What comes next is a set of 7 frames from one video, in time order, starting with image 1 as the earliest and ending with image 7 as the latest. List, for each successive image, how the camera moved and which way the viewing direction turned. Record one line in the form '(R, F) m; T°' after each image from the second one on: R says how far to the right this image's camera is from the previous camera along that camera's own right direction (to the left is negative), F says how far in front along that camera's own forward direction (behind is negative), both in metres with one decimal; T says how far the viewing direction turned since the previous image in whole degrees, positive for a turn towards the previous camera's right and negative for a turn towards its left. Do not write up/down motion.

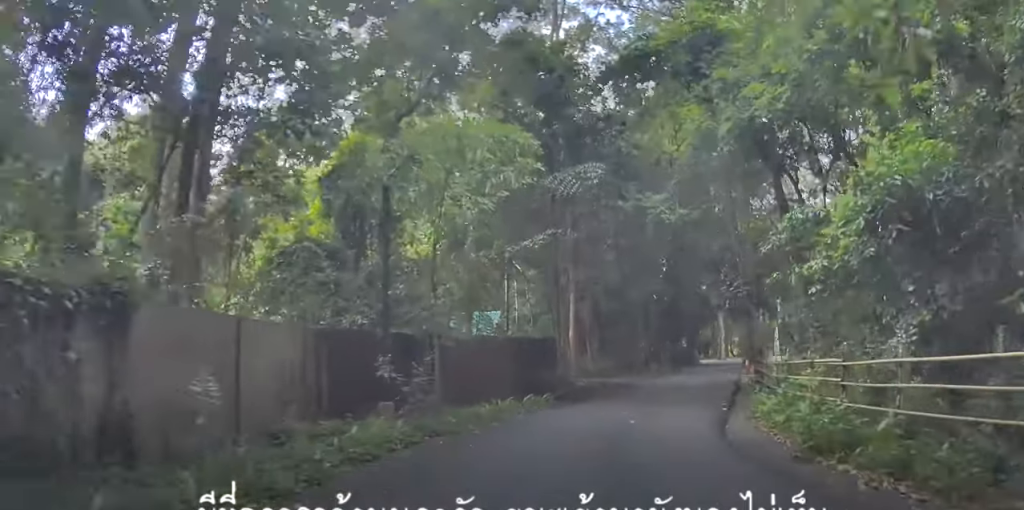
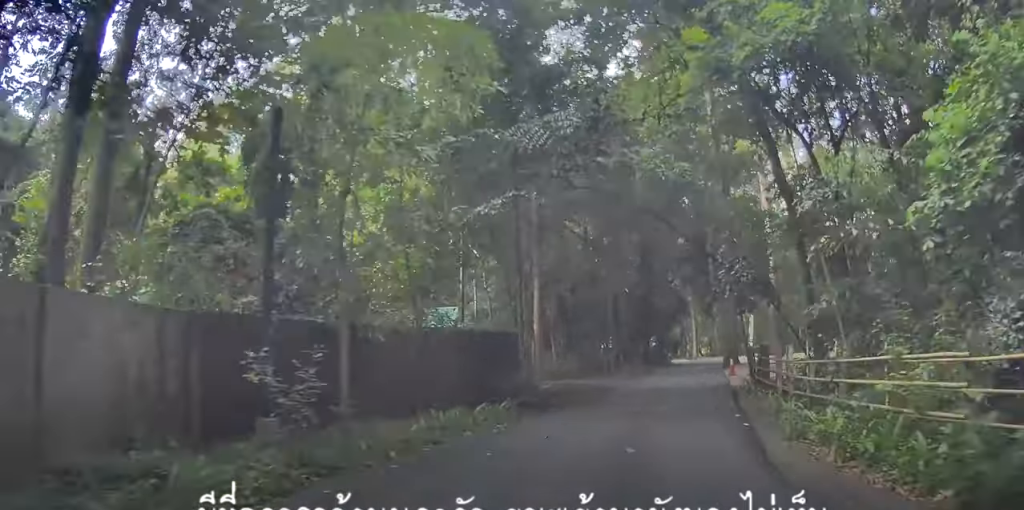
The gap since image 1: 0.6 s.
(0.0, +2.9) m; +4°
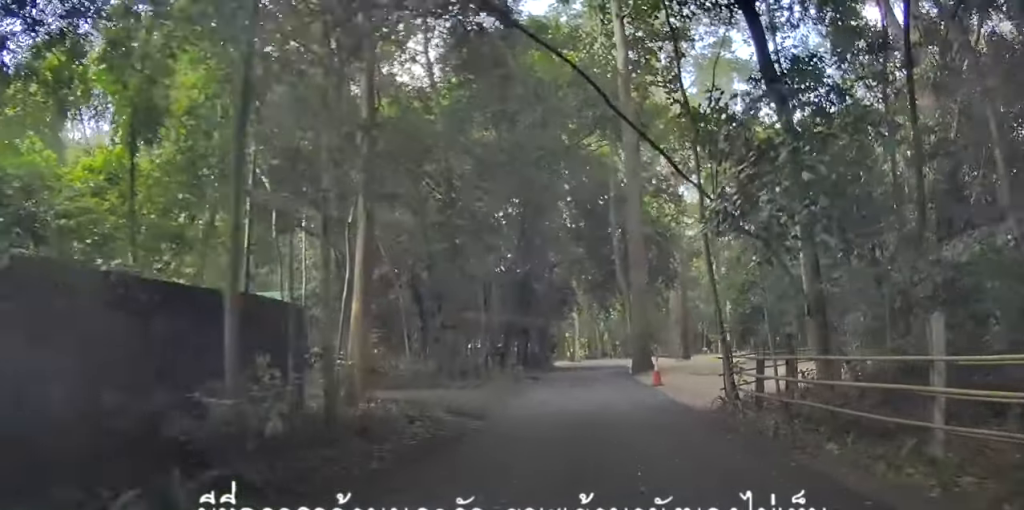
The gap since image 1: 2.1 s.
(+1.4, +8.6) m; +20°
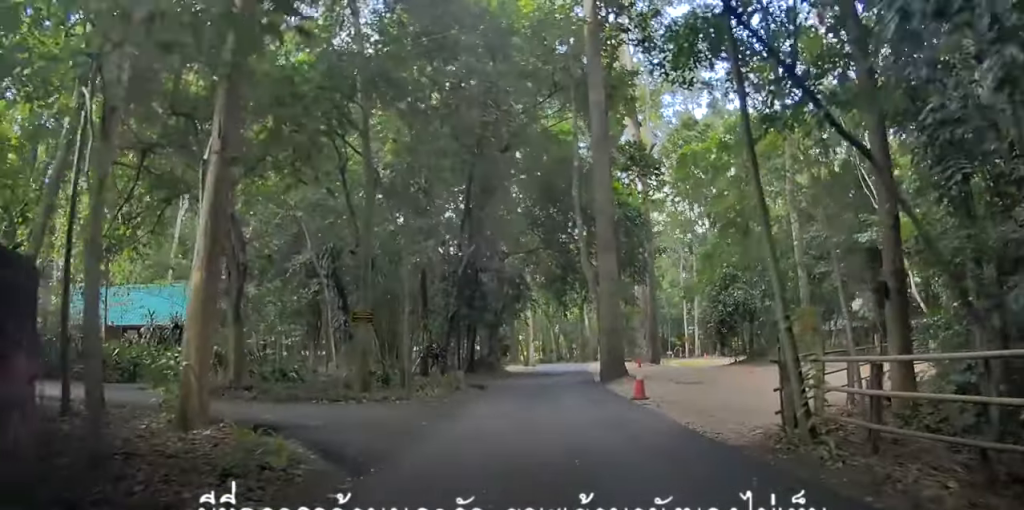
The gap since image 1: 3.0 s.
(+0.6, +5.4) m; +3°
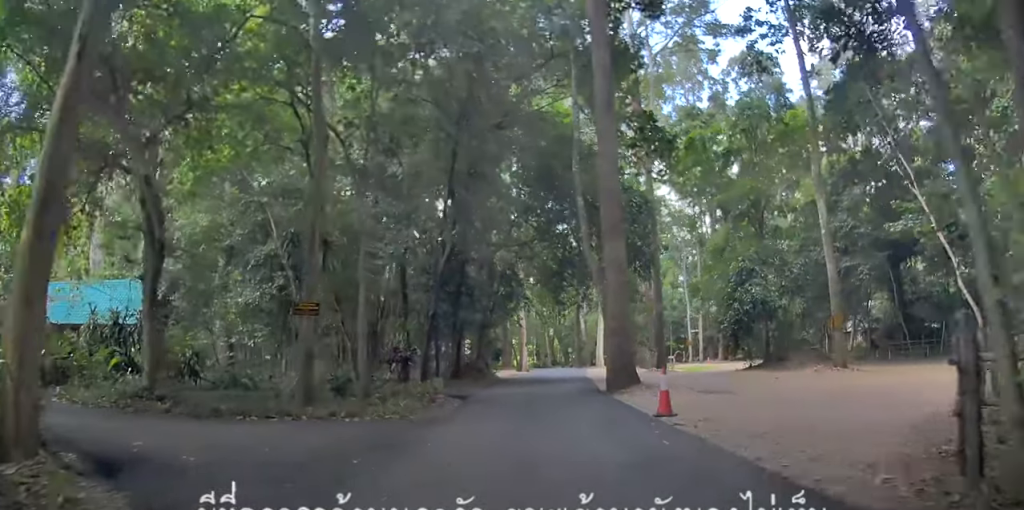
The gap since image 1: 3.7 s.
(0.0, +3.9) m; -5°
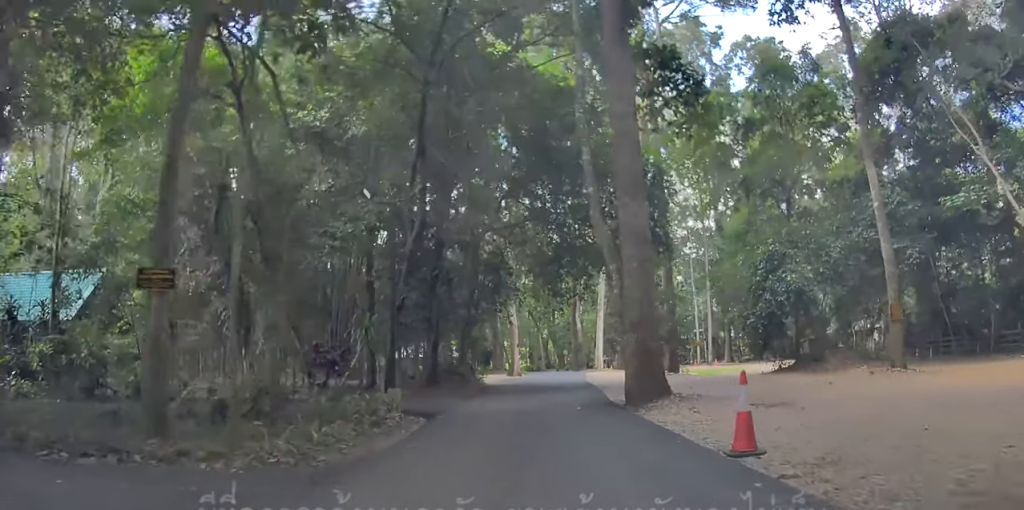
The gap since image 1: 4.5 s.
(-0.6, +5.3) m; -10°
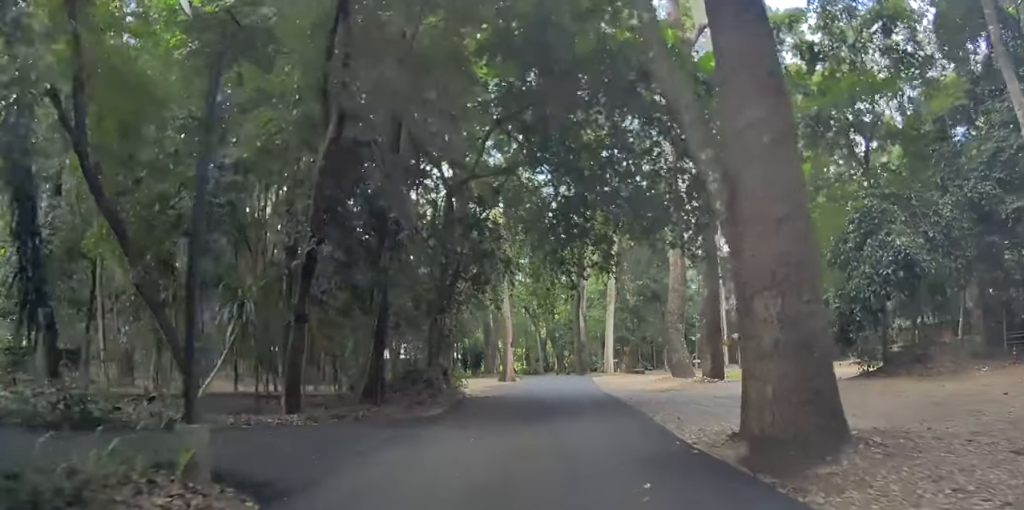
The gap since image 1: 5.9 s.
(-0.1, +8.9) m; +5°
